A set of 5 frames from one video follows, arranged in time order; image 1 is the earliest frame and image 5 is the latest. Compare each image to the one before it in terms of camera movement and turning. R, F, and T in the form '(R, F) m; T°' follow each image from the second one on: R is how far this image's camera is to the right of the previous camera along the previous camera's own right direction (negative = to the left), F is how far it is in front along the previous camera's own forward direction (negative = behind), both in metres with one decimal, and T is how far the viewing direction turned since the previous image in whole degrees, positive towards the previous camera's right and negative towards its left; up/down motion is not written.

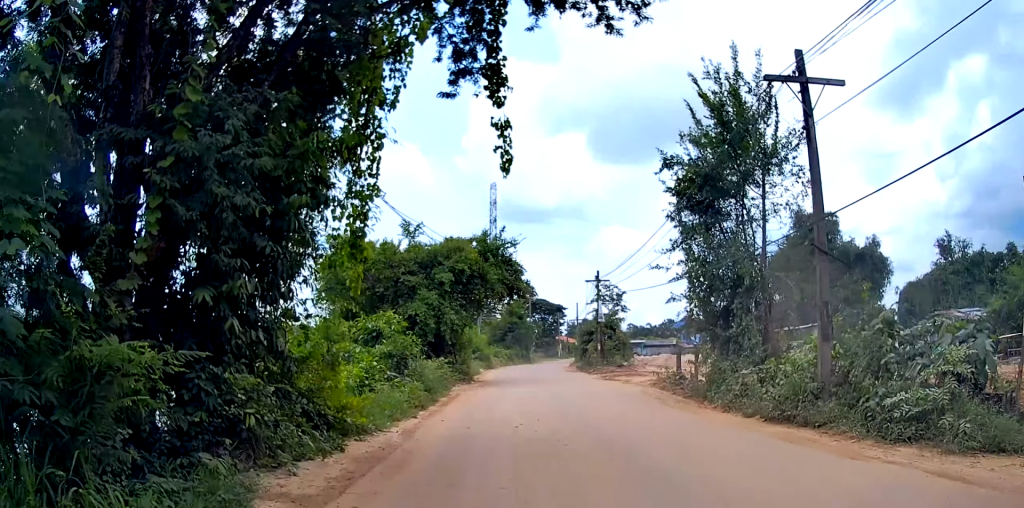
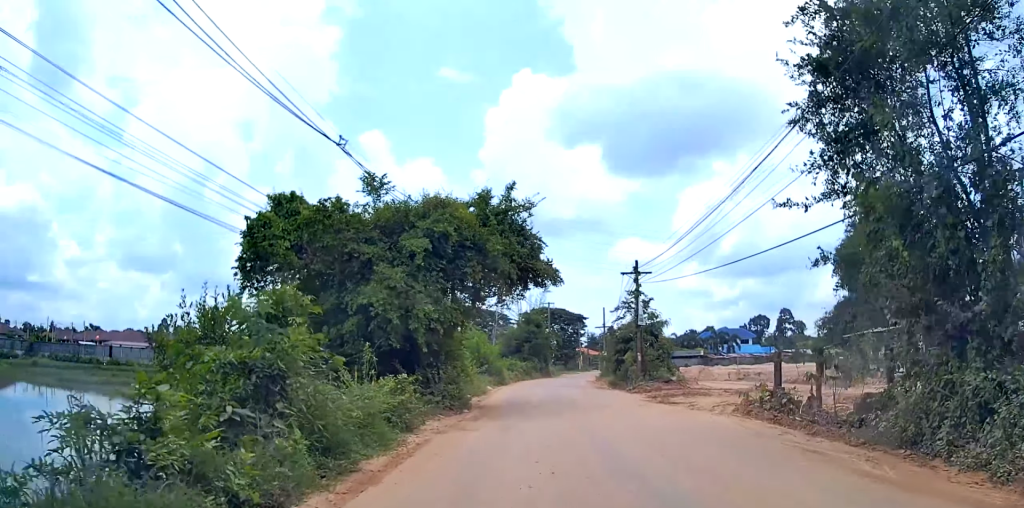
(-0.1, +9.6) m; -1°
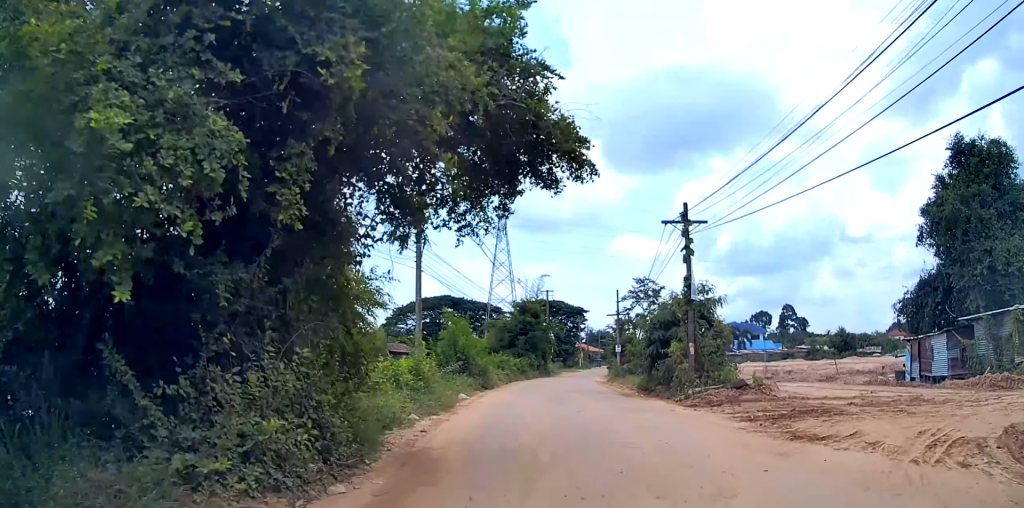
(-0.2, +9.9) m; -2°
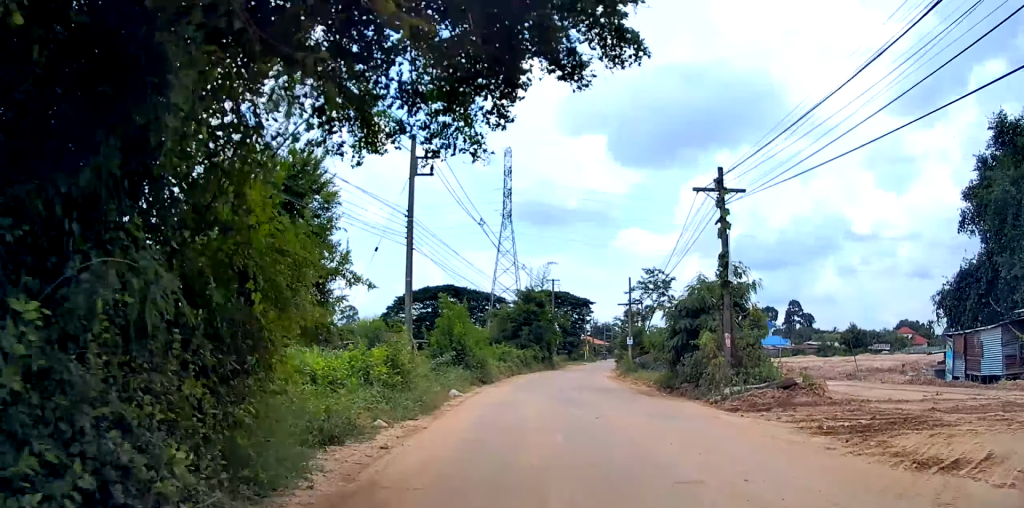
(-0.1, +2.8) m; 0°
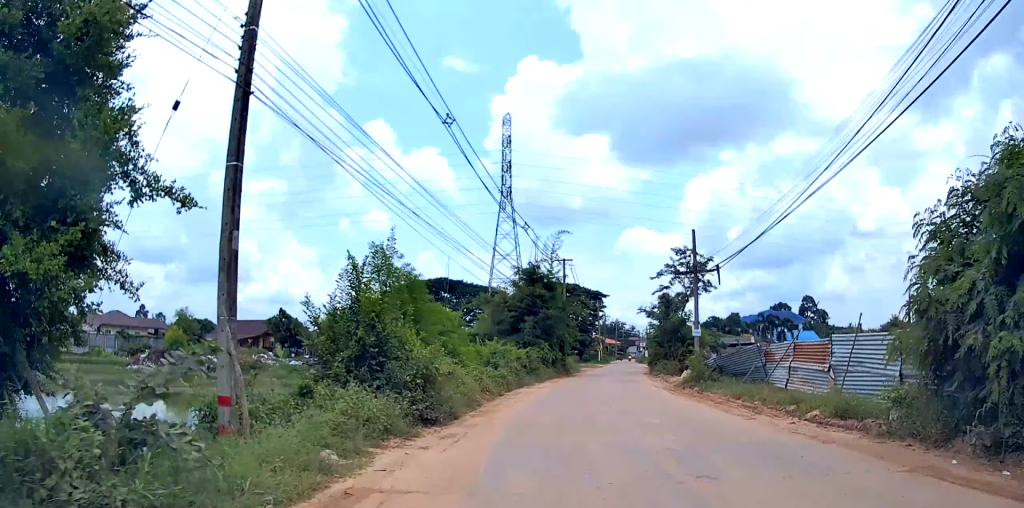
(-0.4, +14.0) m; -2°
